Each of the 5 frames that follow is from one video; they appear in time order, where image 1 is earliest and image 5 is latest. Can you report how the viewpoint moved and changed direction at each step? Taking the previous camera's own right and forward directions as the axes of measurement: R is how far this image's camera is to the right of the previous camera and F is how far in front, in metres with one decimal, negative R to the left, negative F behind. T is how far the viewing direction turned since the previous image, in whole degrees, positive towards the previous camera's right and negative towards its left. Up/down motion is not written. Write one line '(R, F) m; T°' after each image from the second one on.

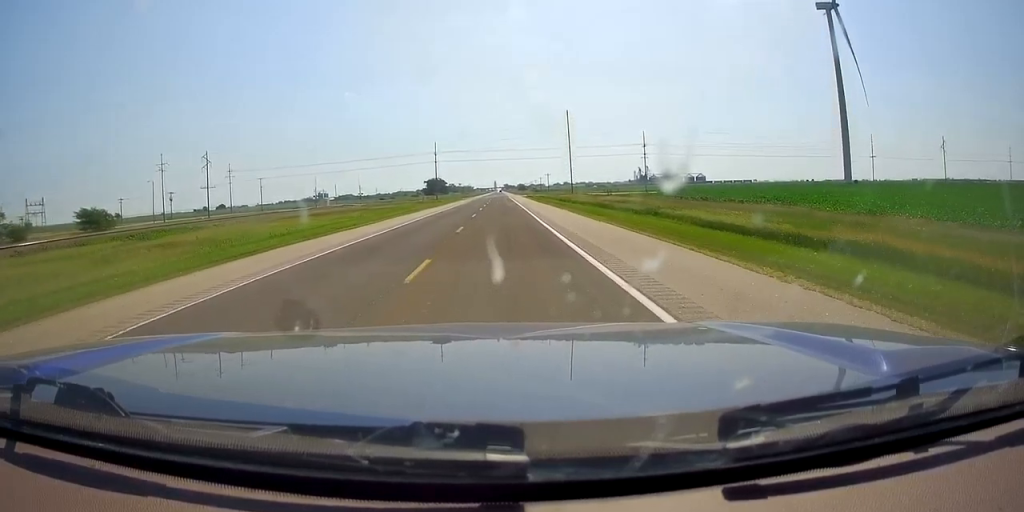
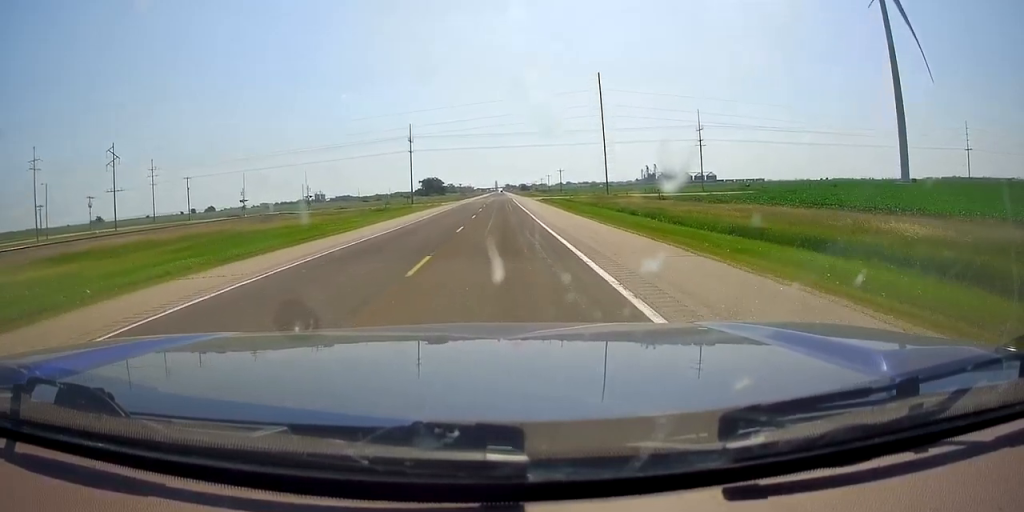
(-0.6, +47.8) m; 0°
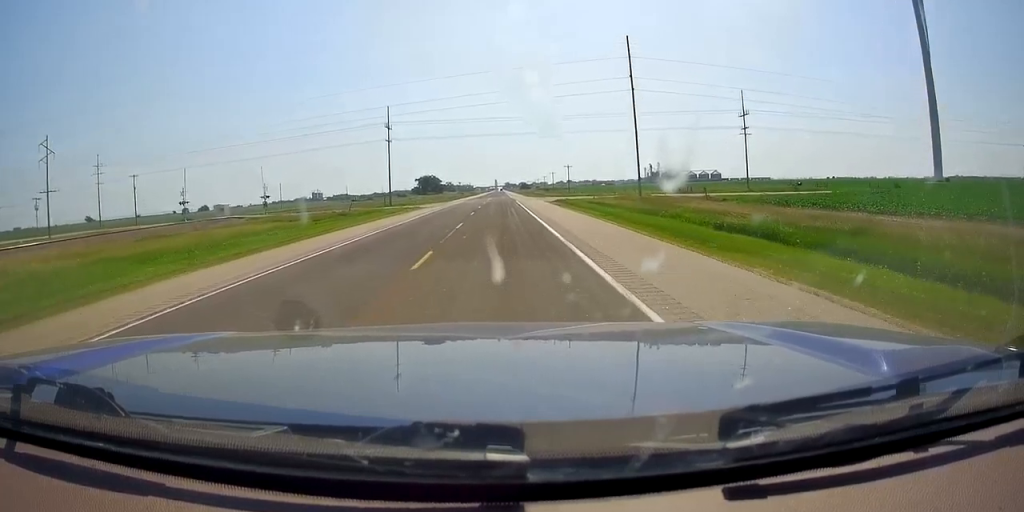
(+0.4, +23.7) m; +1°
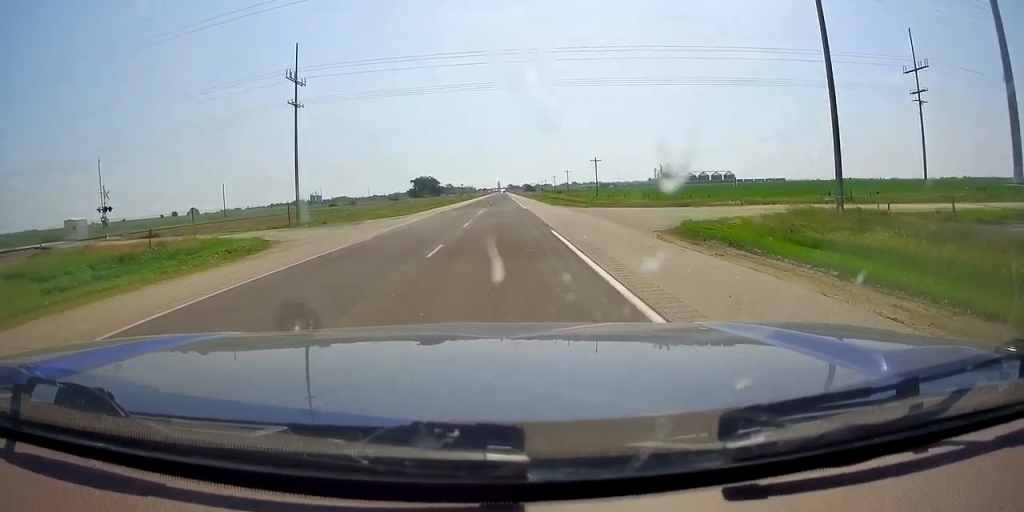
(-0.4, +46.2) m; -1°
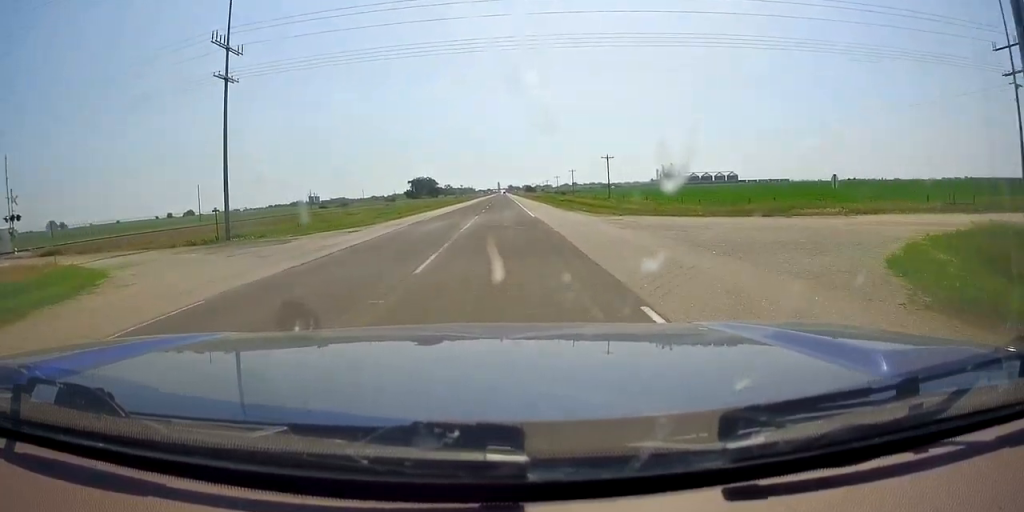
(-0.3, +14.4) m; 0°
